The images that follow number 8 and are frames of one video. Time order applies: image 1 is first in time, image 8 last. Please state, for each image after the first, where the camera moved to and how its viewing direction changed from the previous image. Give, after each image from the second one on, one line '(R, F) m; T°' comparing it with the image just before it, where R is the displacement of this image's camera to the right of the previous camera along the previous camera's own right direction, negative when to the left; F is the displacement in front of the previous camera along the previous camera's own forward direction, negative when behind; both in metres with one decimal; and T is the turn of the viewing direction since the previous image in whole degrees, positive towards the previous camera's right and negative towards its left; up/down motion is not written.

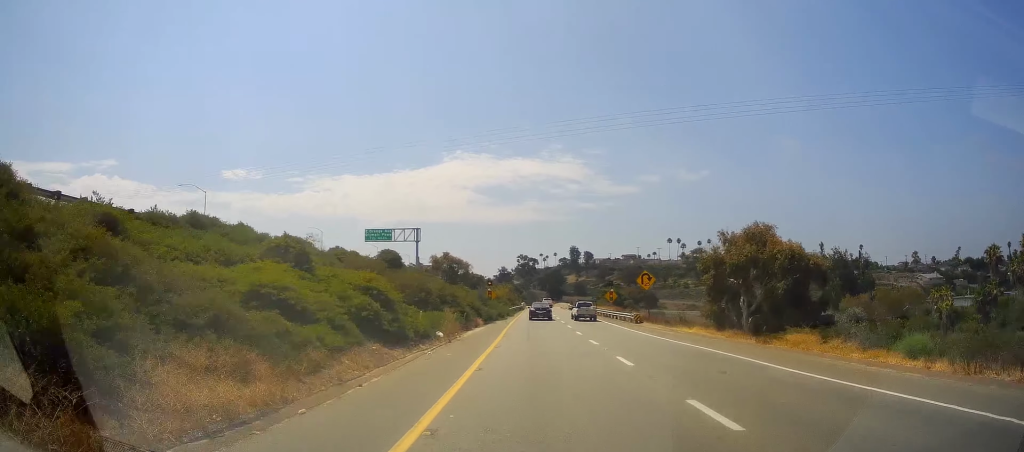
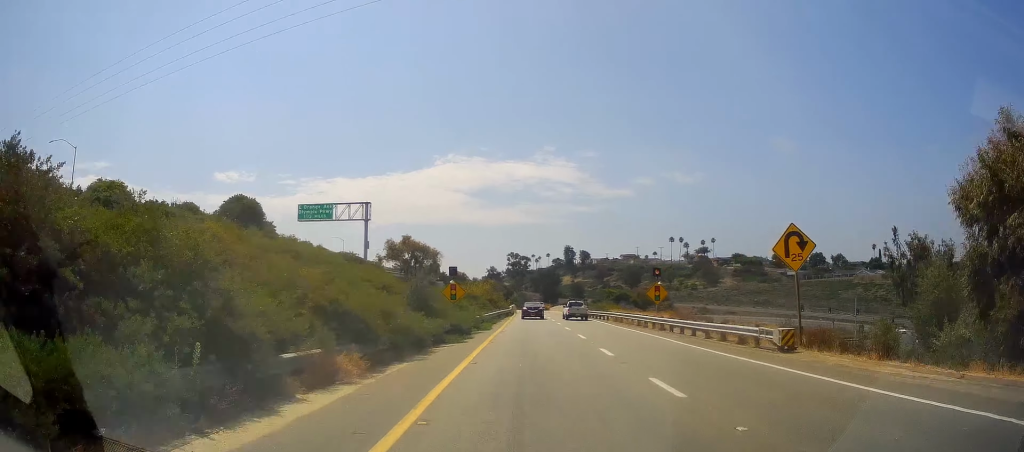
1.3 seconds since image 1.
(-0.2, +28.6) m; 0°
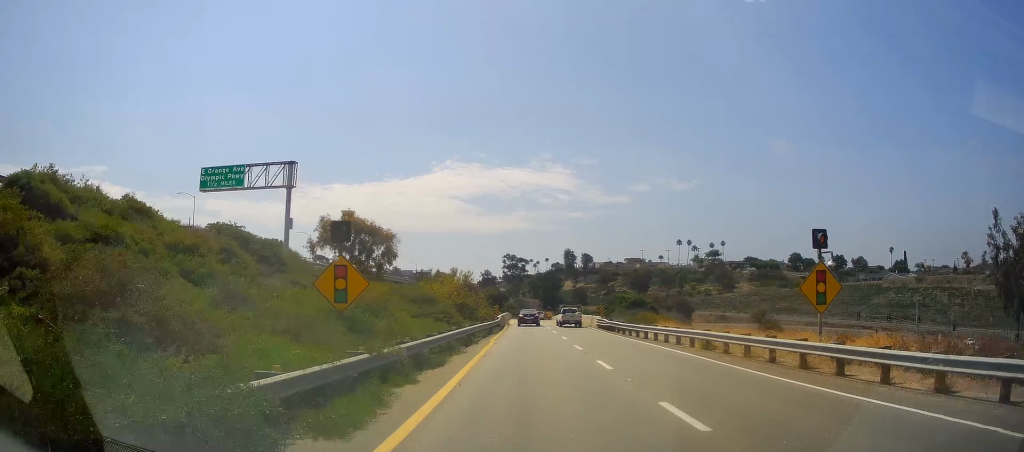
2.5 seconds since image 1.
(-0.1, +24.2) m; 0°
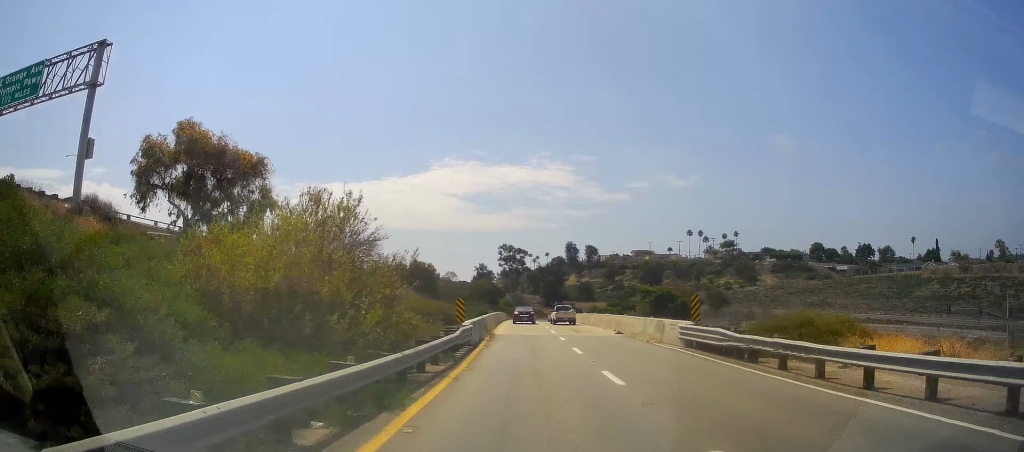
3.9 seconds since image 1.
(0.0, +25.9) m; 0°
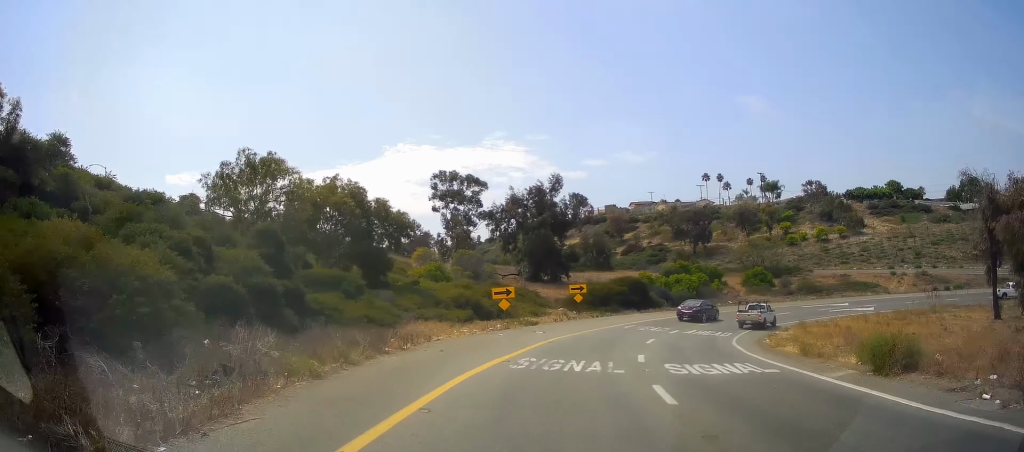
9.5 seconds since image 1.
(+0.9, +96.8) m; +9°
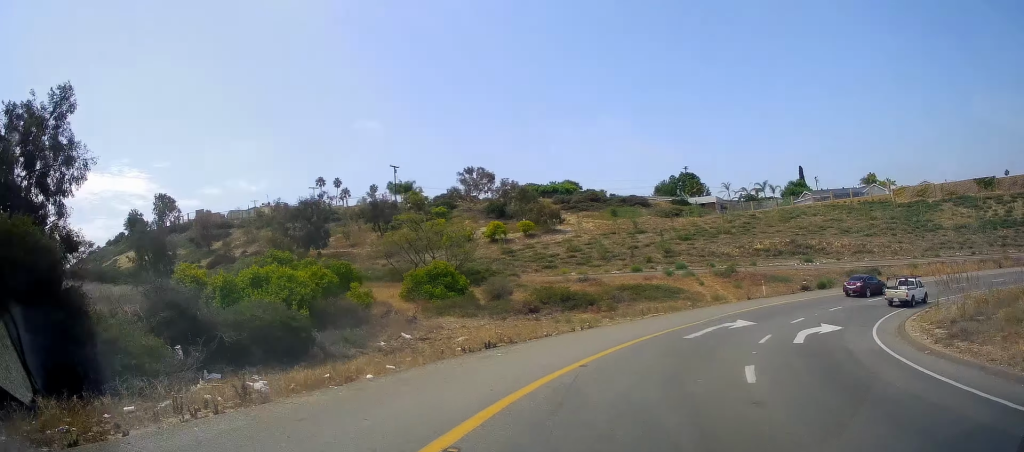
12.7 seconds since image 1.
(+13.7, +40.2) m; +44°
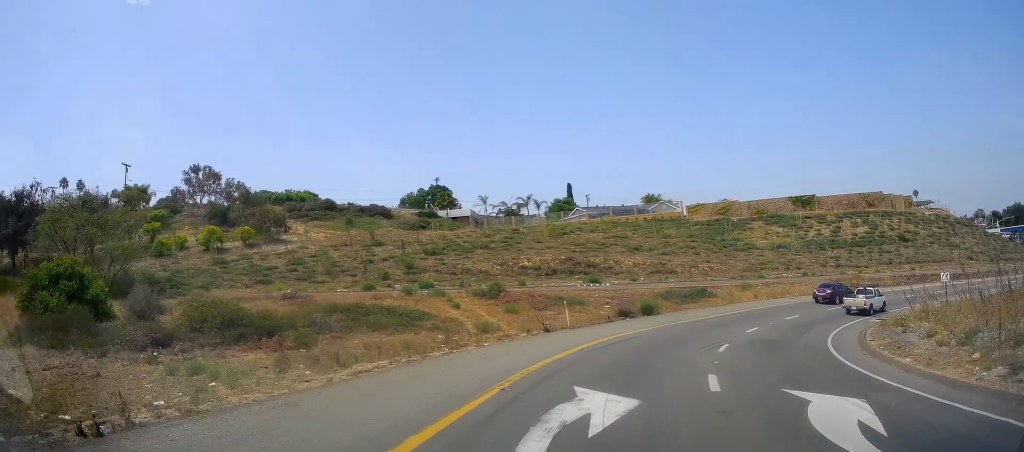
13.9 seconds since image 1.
(+1.8, +14.4) m; +22°
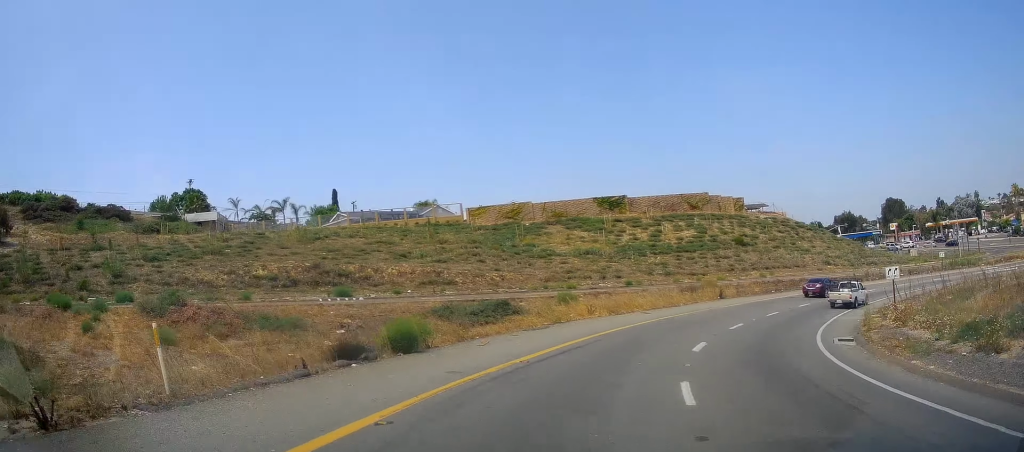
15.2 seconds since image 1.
(+4.0, +15.6) m; +24°
